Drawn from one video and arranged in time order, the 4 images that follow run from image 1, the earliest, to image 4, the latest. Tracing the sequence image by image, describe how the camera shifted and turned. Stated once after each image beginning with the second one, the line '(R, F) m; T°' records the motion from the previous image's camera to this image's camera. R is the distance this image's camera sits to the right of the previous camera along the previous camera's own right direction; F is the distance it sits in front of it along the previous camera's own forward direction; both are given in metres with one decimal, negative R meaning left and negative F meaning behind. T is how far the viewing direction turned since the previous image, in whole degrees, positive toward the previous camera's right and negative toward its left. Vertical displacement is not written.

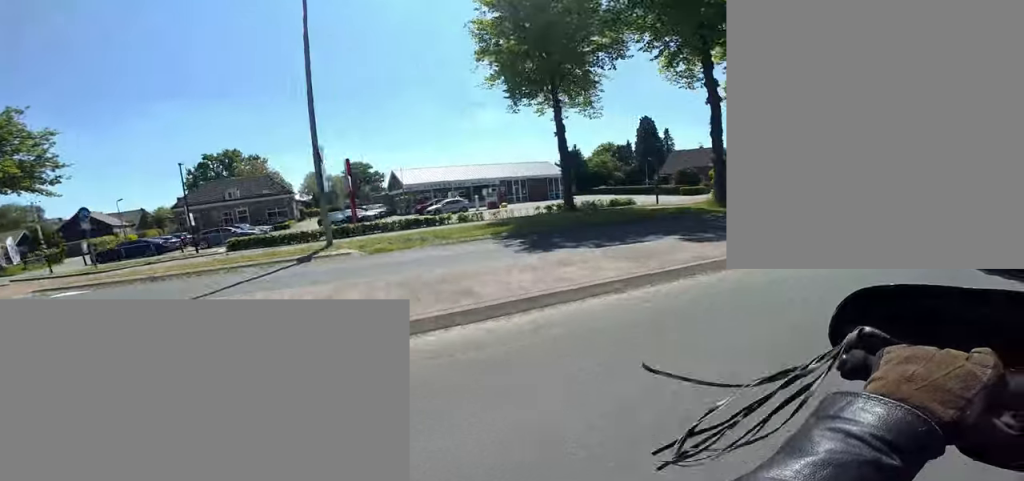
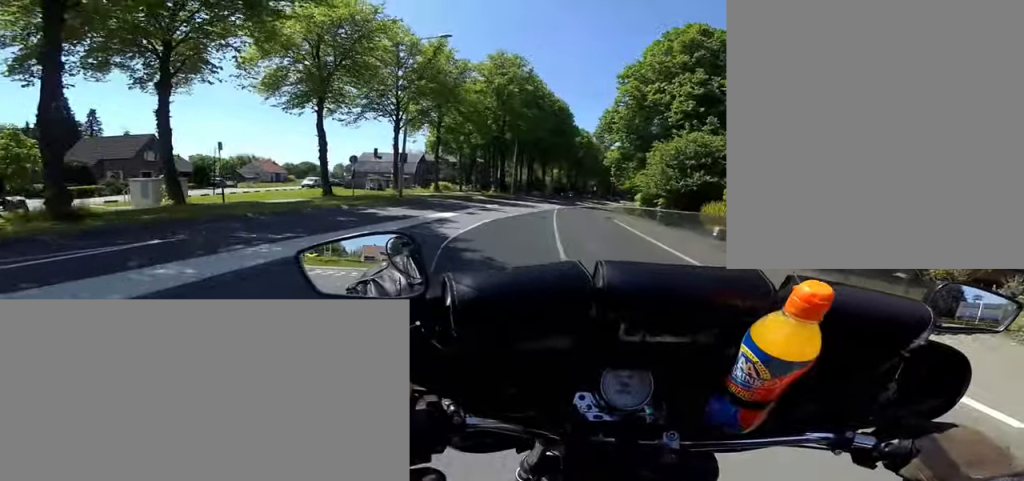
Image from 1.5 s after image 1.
(+0.8, +13.6) m; +1°
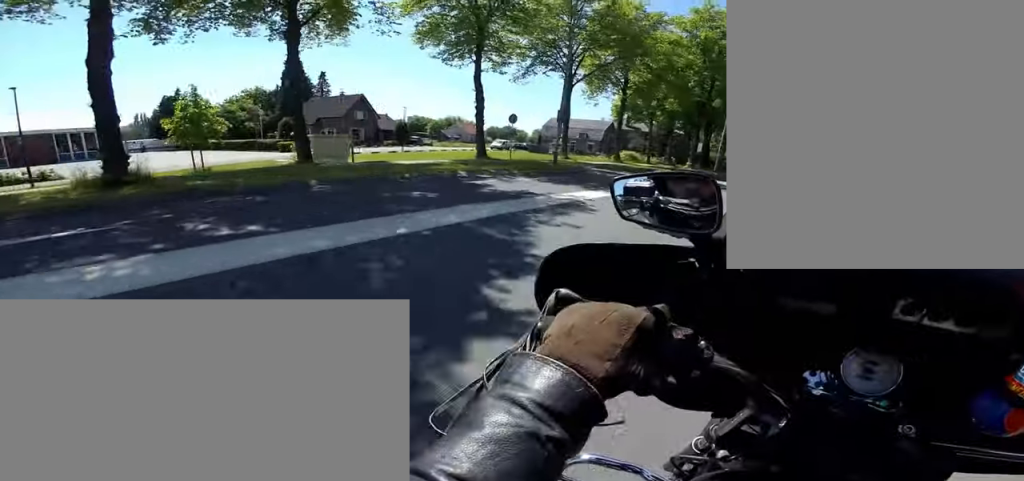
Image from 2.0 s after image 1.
(-0.1, +4.9) m; -1°
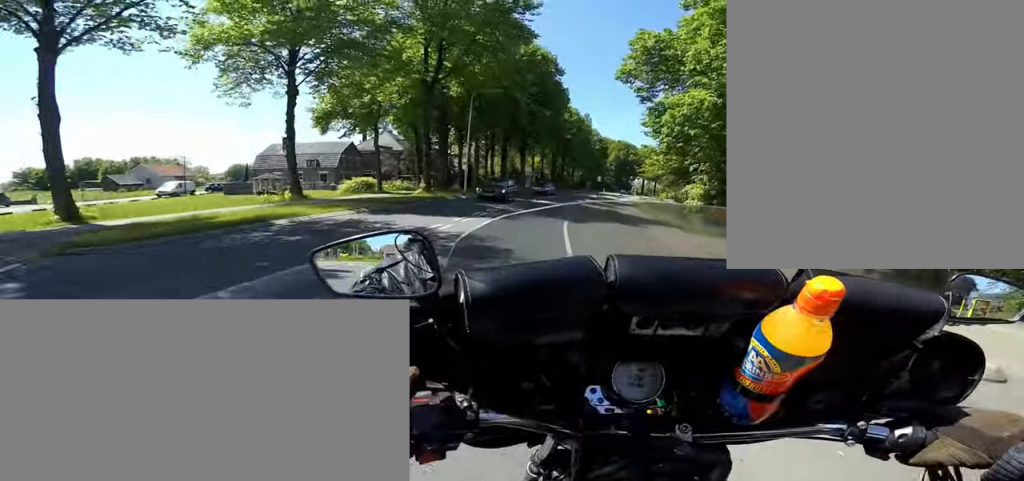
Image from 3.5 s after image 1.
(-0.5, +15.2) m; +2°
